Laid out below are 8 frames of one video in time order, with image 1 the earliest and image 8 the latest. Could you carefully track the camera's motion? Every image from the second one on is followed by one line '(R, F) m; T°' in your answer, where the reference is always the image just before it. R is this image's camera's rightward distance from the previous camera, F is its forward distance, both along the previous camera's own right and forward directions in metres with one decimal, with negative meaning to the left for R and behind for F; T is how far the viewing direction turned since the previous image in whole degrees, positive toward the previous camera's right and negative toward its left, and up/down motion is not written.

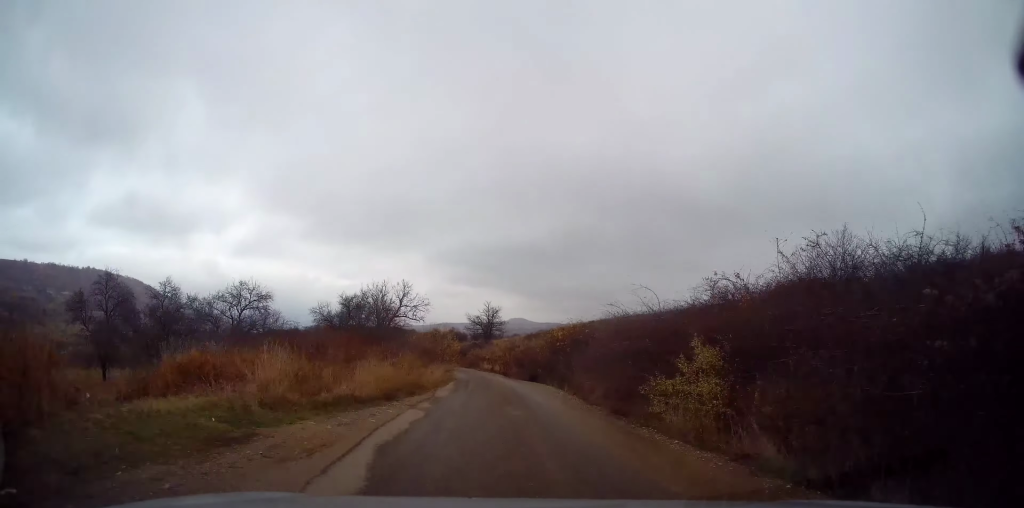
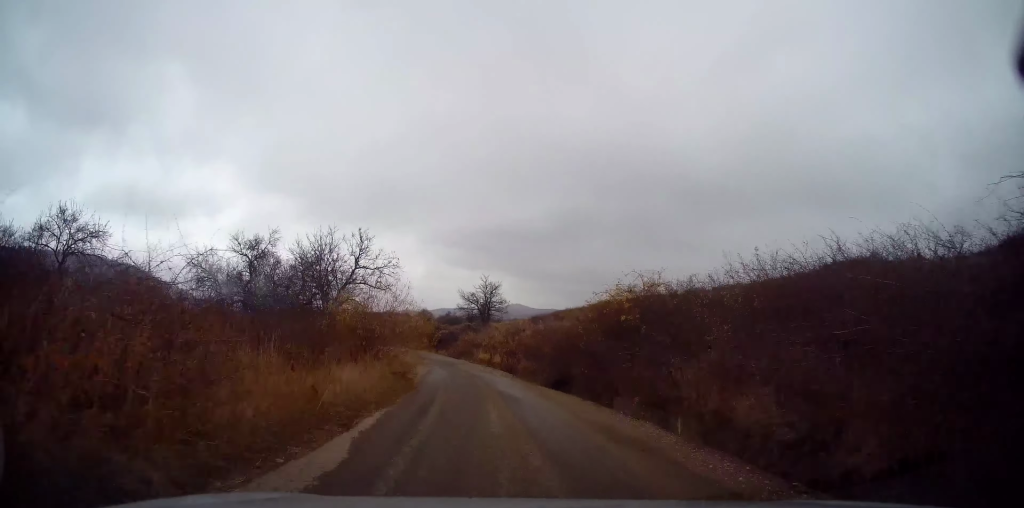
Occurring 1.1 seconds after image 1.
(-0.1, +15.8) m; -2°
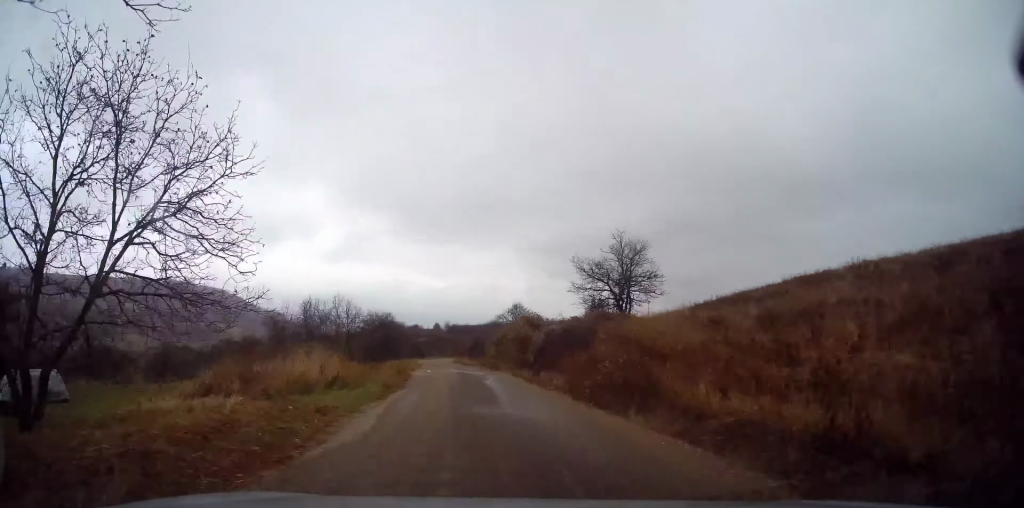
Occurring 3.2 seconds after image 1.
(-2.3, +32.2) m; -9°
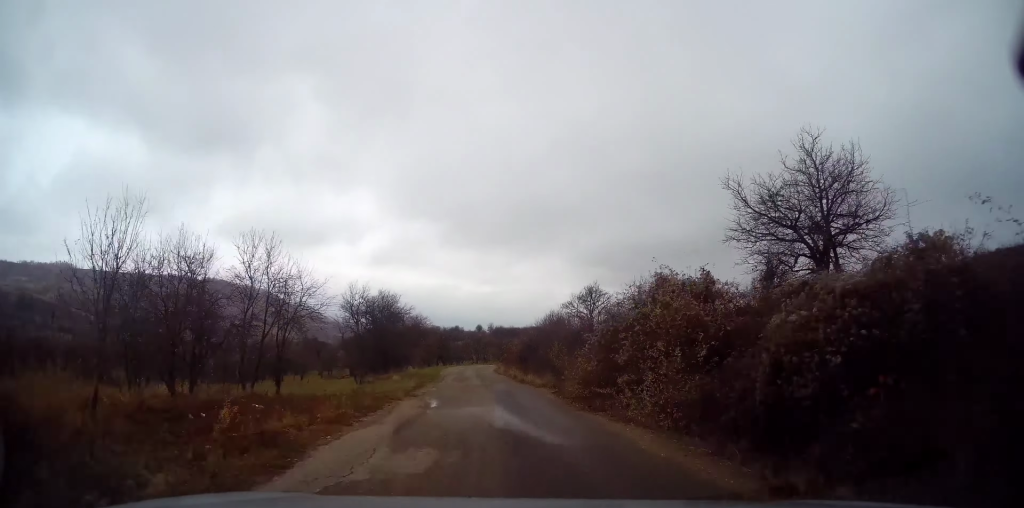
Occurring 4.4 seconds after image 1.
(-0.9, +19.5) m; -4°
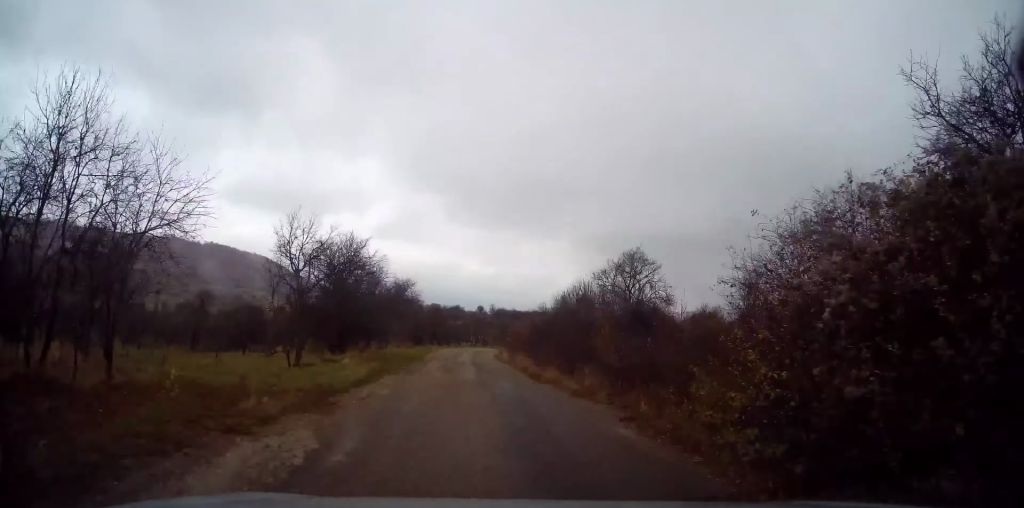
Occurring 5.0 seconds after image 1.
(-0.1, +9.3) m; -1°
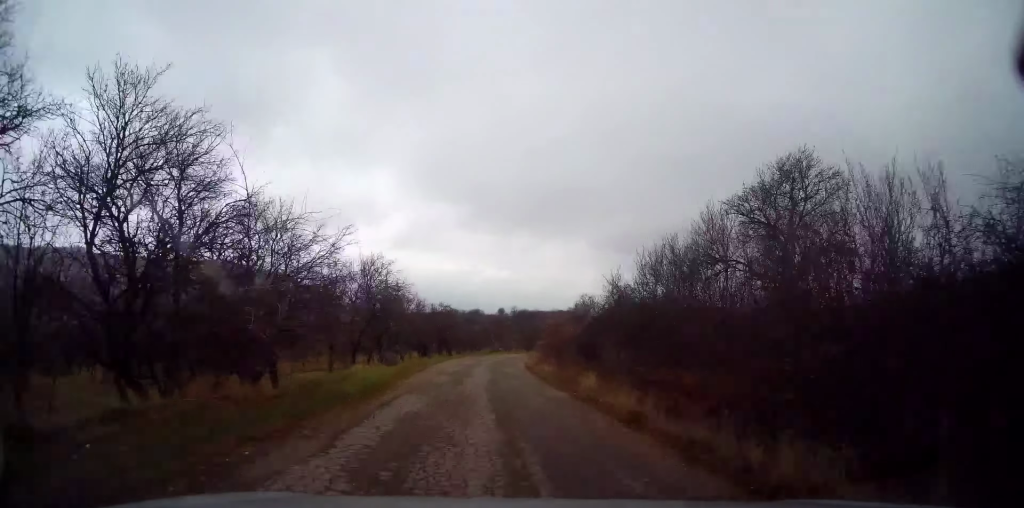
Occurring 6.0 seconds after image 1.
(-0.4, +15.2) m; -1°
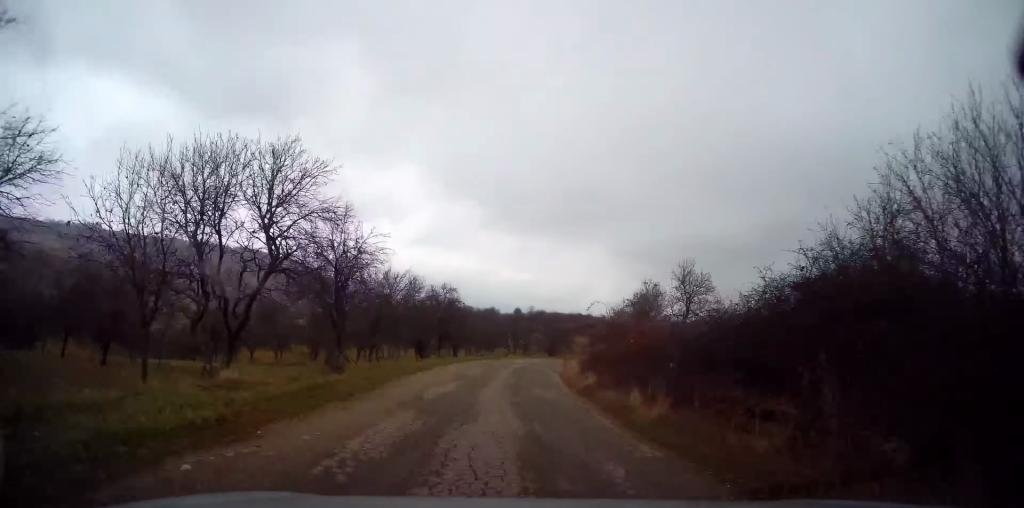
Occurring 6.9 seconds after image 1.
(+0.2, +13.0) m; -1°
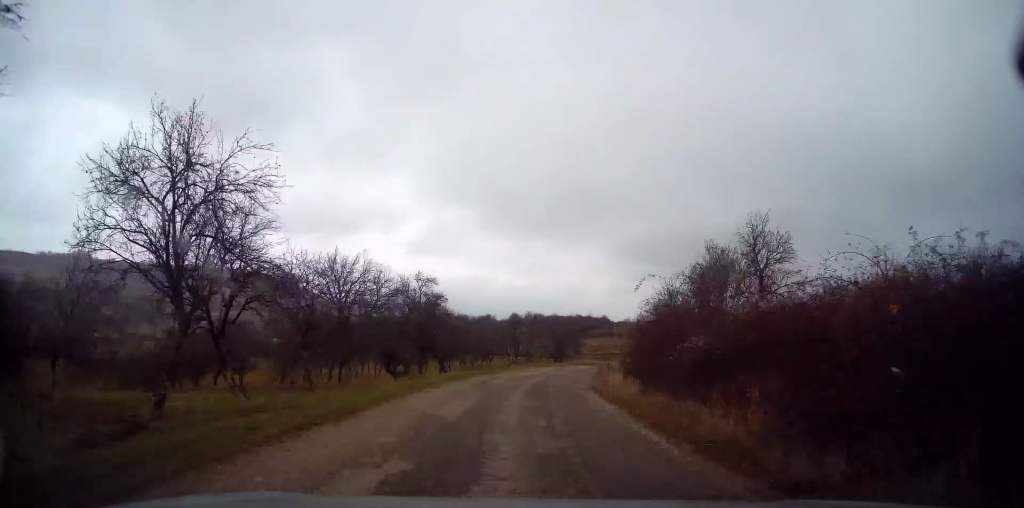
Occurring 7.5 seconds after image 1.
(-0.4, +9.5) m; 0°
